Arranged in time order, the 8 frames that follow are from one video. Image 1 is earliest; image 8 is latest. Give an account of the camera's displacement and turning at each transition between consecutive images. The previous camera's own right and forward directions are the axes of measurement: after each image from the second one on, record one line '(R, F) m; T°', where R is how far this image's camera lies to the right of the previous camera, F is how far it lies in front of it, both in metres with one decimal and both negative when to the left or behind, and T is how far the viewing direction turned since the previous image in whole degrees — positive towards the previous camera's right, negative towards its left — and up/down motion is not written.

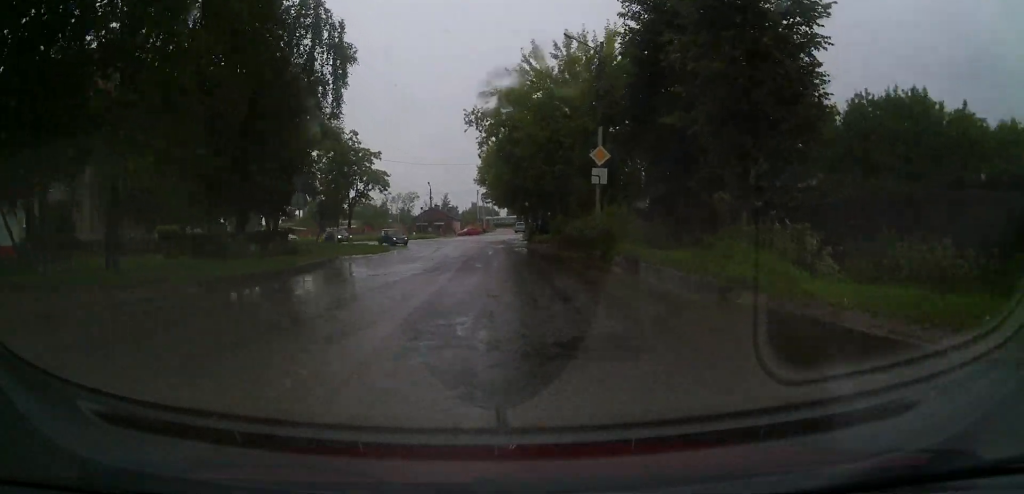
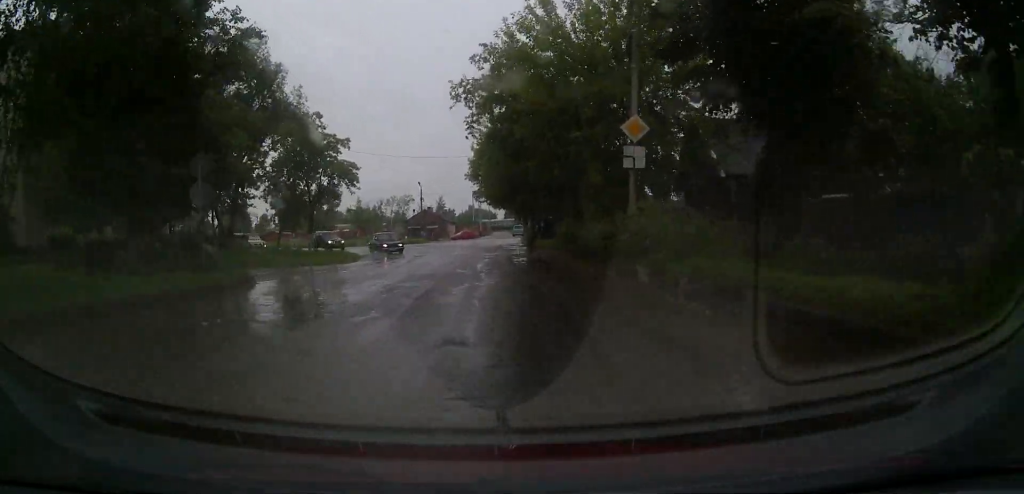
(0.0, +8.6) m; 0°
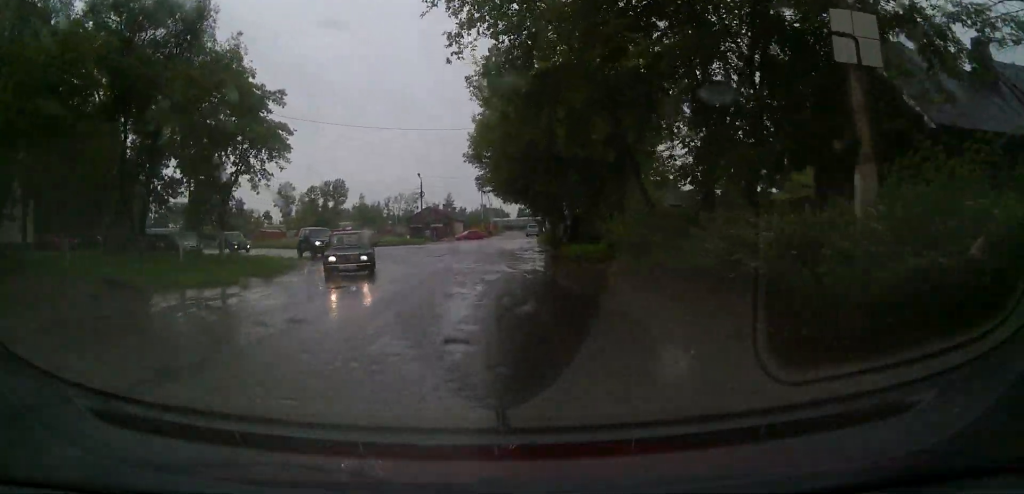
(+0.1, +13.3) m; -1°
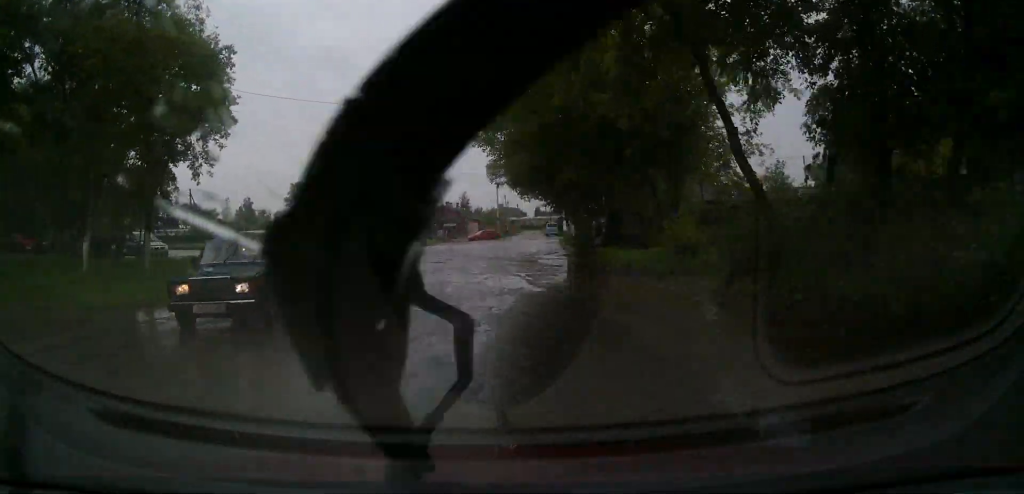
(-0.1, +6.7) m; -1°
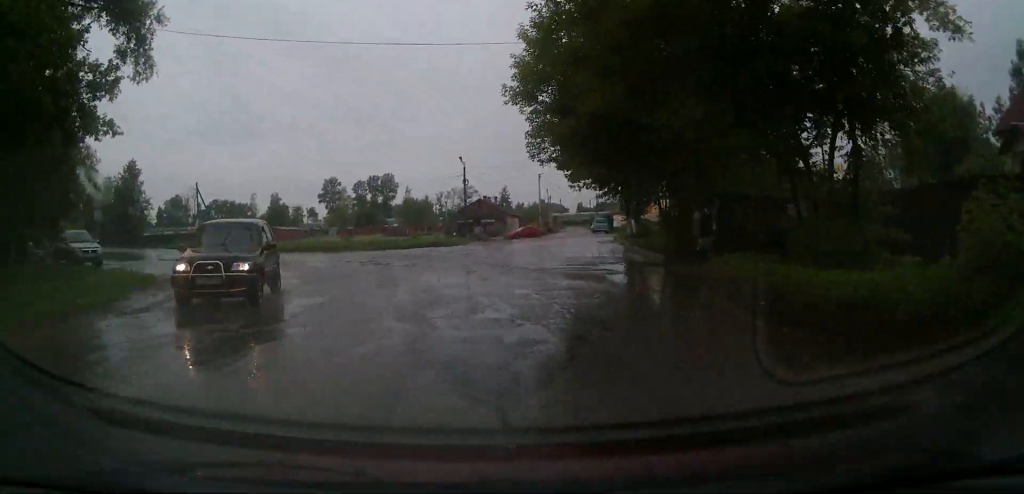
(-0.1, +10.1) m; -2°
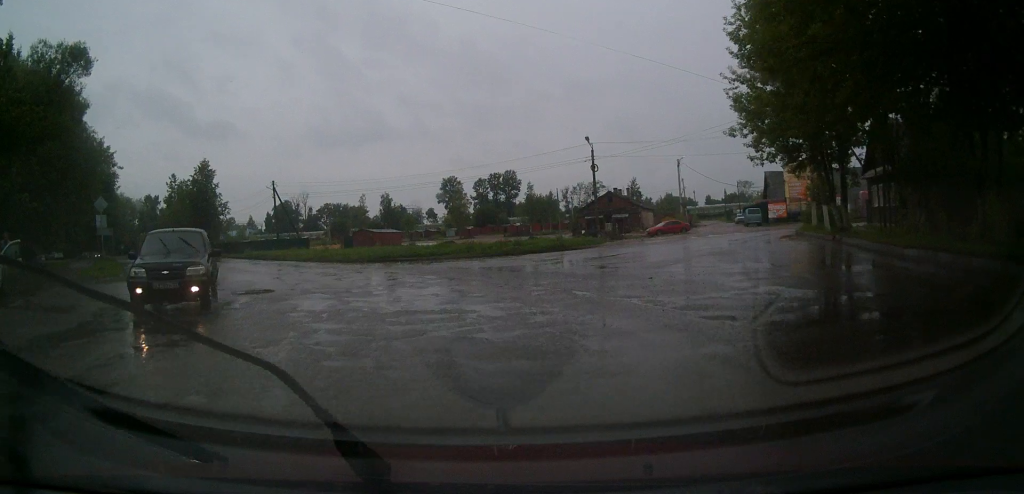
(-0.3, +13.1) m; -4°
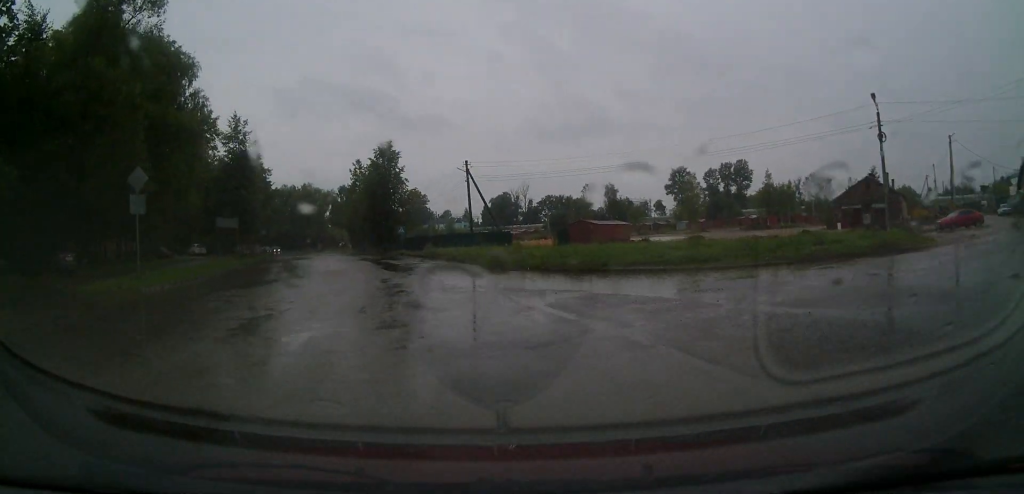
(-0.6, +15.4) m; -8°
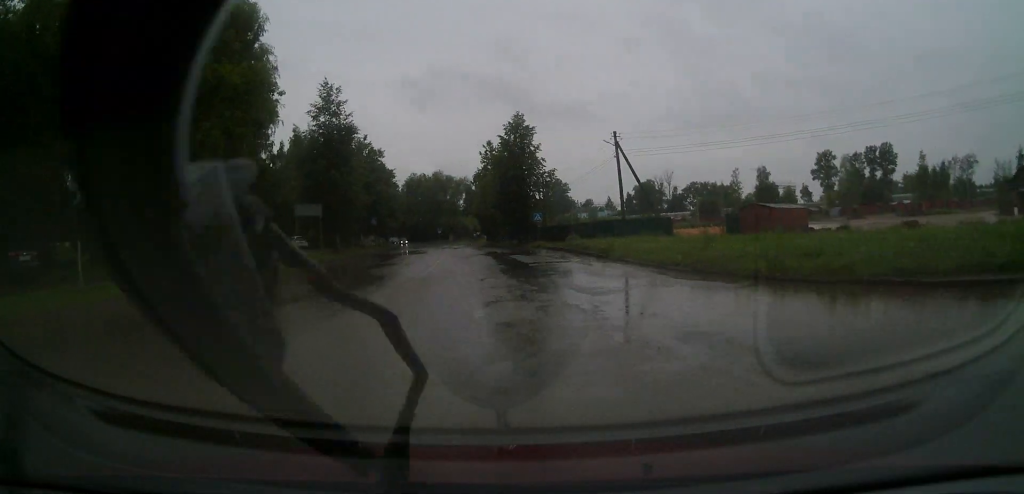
(-0.9, +10.3) m; -22°
